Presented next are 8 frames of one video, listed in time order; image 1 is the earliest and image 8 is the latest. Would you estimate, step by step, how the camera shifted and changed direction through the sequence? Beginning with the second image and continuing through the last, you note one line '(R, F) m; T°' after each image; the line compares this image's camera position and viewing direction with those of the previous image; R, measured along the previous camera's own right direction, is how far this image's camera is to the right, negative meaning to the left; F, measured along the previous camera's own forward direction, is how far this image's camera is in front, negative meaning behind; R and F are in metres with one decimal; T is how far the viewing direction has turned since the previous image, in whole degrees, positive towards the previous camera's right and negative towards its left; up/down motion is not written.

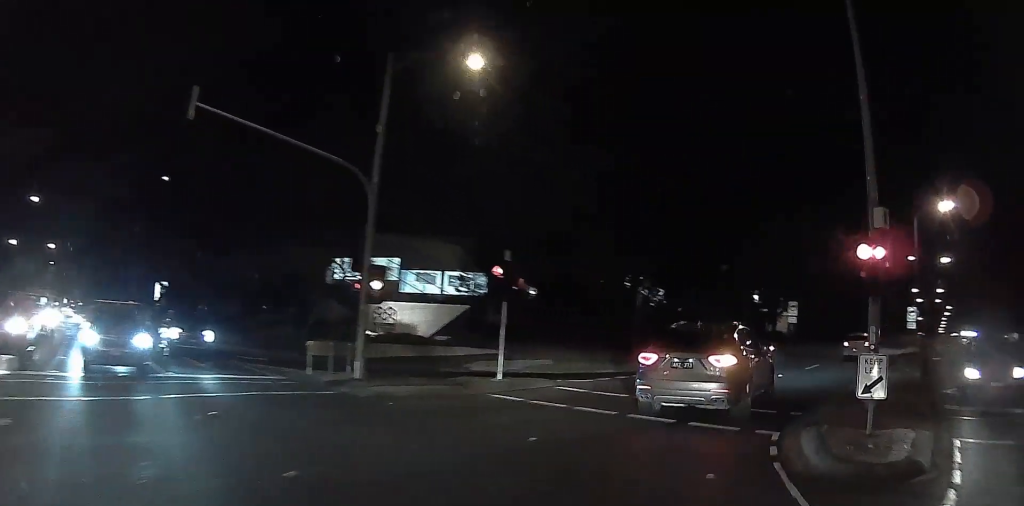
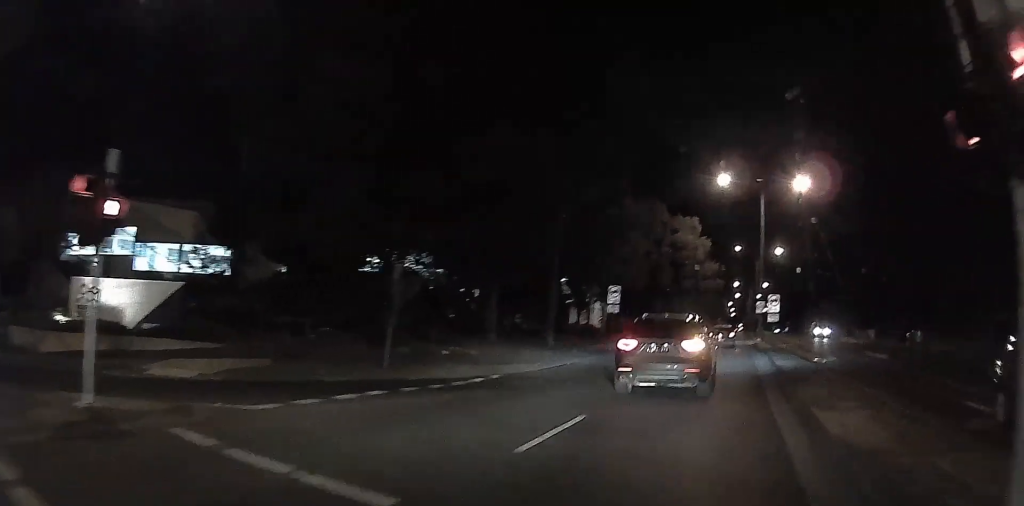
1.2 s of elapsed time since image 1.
(+0.2, +12.4) m; -1°
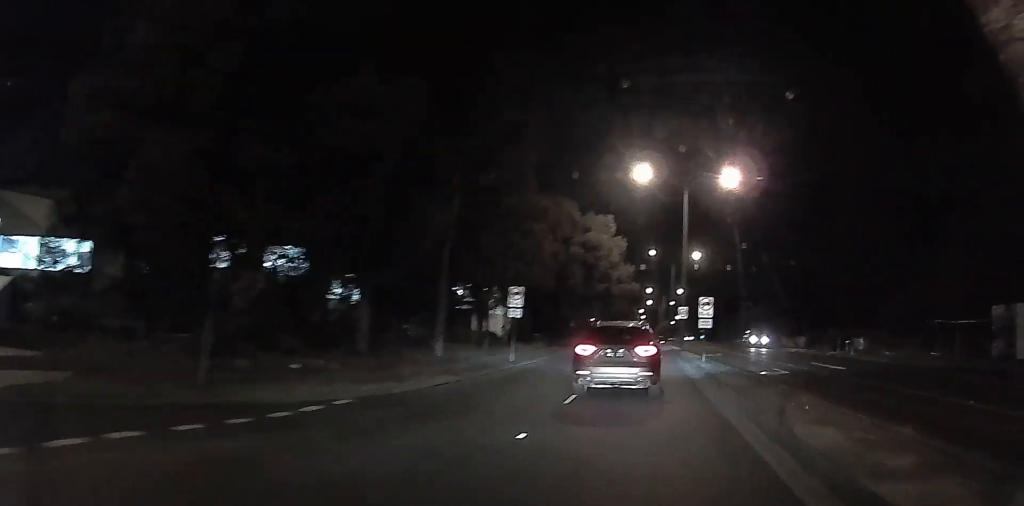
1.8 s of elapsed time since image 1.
(-0.1, +7.4) m; -1°
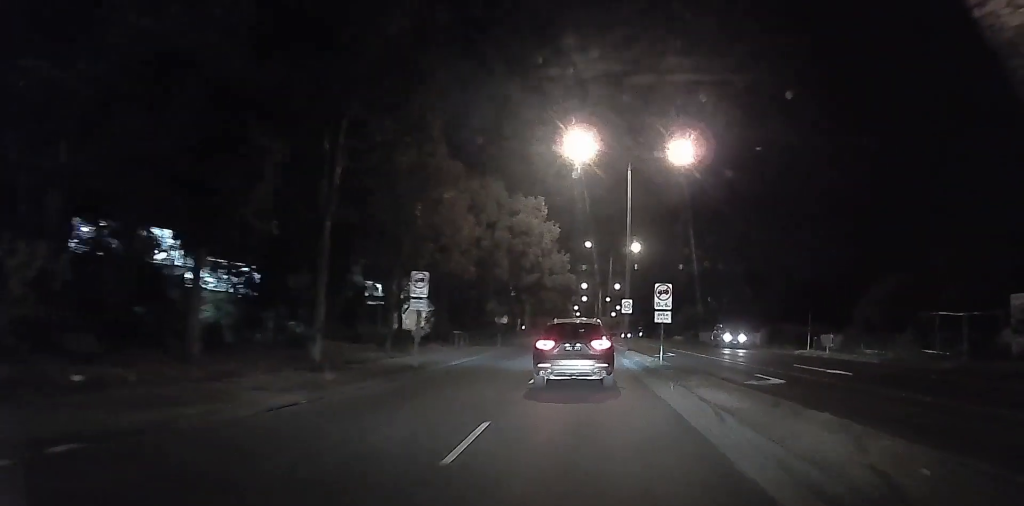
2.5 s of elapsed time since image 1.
(-0.2, +9.3) m; -1°
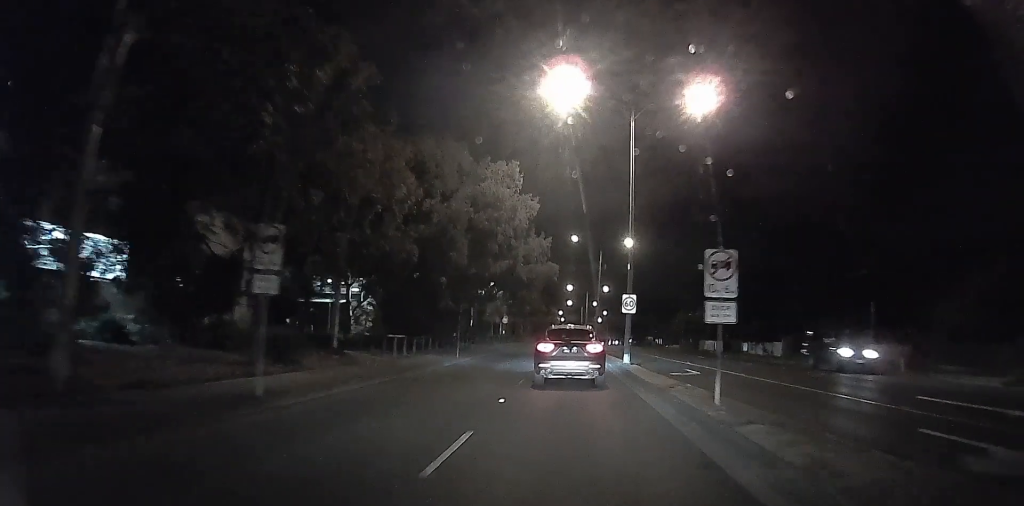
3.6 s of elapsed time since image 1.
(0.0, +15.9) m; 0°
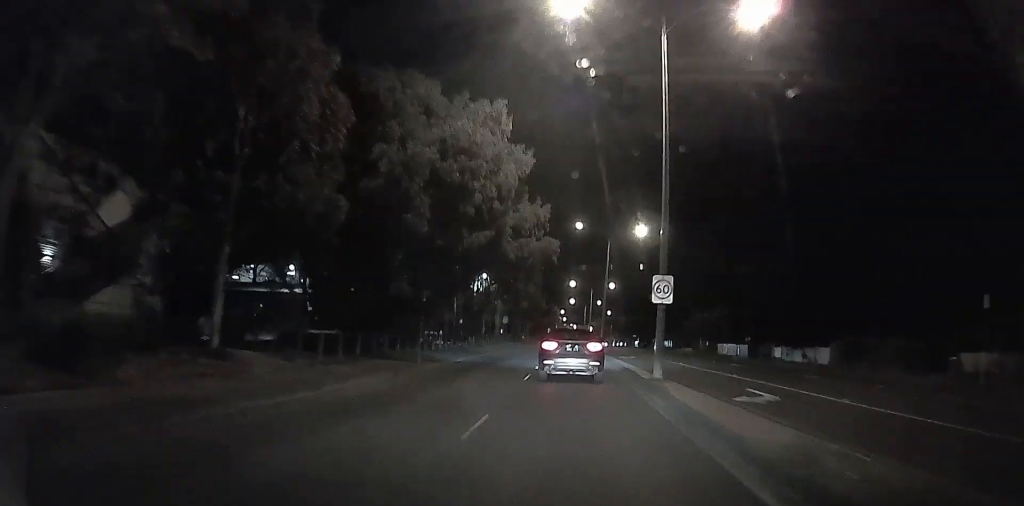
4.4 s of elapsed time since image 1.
(0.0, +12.8) m; 0°
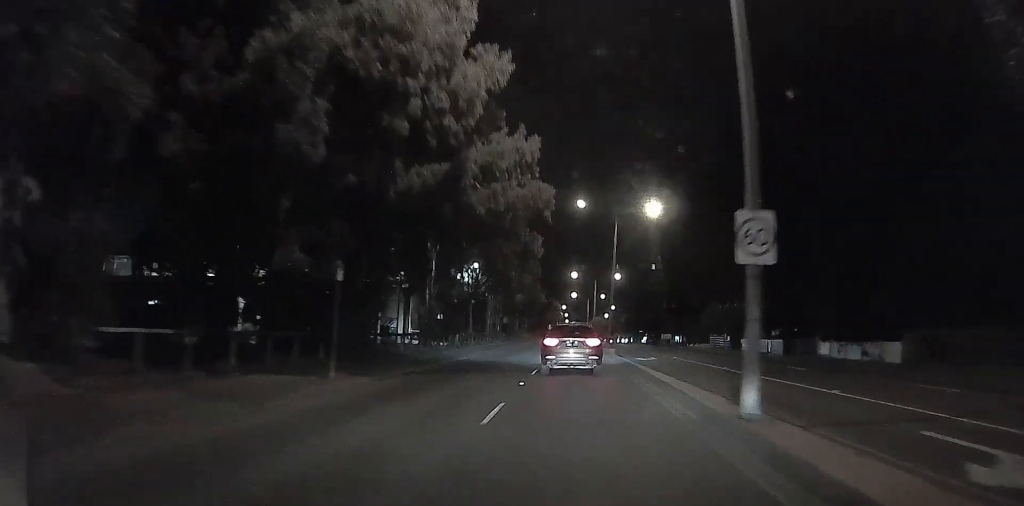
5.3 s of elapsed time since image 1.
(0.0, +12.0) m; 0°
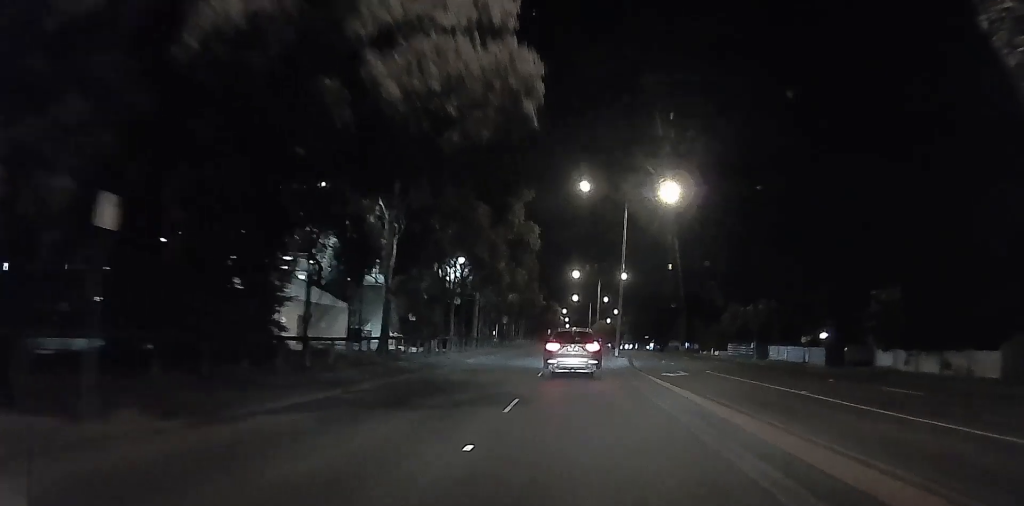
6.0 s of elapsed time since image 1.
(0.0, +9.9) m; 0°
